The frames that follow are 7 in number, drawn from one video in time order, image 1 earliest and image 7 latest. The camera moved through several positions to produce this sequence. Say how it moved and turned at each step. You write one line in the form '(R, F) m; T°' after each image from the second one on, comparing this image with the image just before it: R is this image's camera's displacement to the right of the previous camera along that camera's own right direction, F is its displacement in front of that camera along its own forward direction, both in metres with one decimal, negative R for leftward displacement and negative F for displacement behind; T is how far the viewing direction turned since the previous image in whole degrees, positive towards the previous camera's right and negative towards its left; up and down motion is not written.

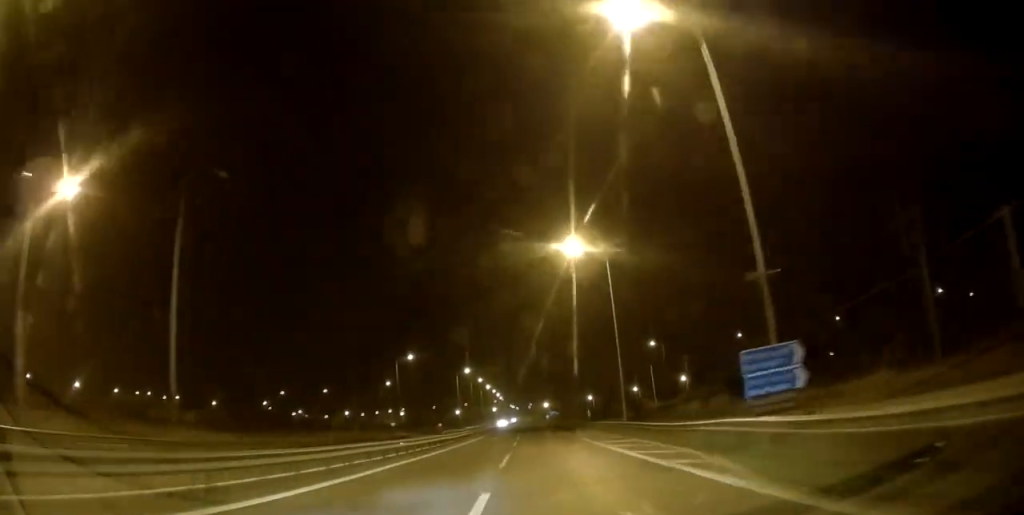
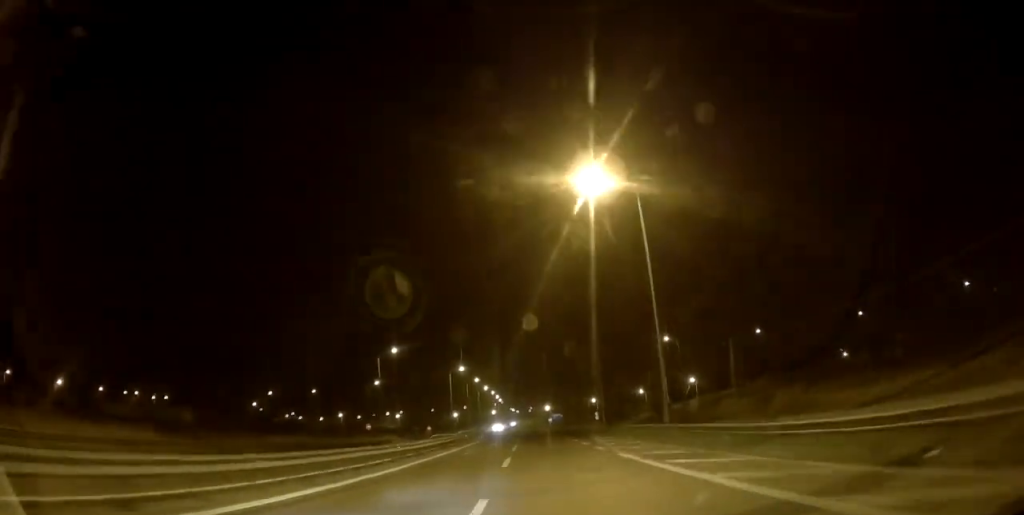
(+0.2, +12.5) m; 0°
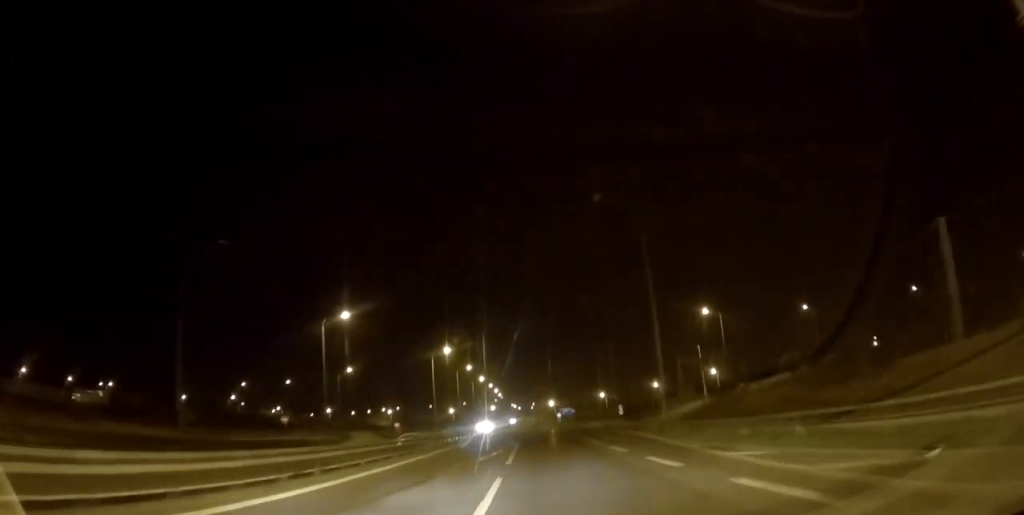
(-0.3, +24.7) m; -1°
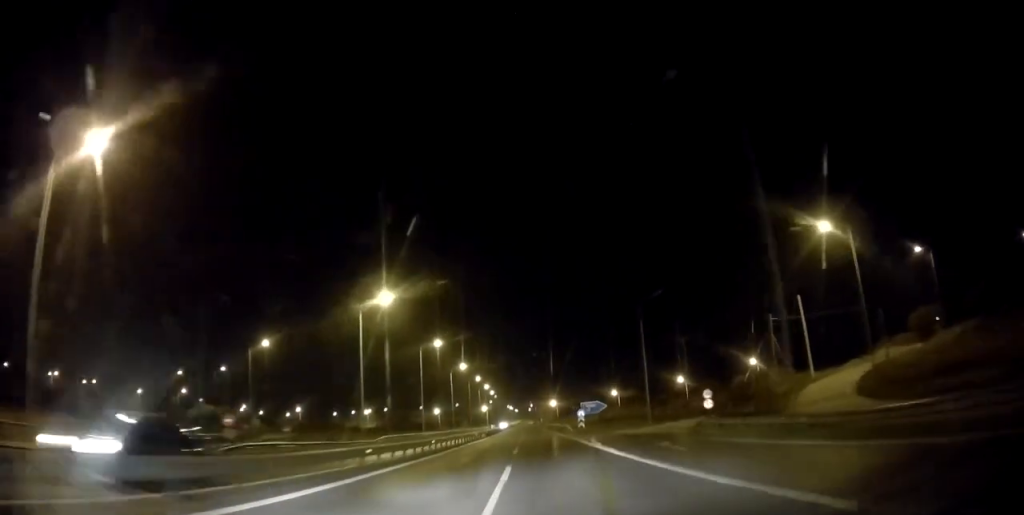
(-0.2, +39.9) m; 0°
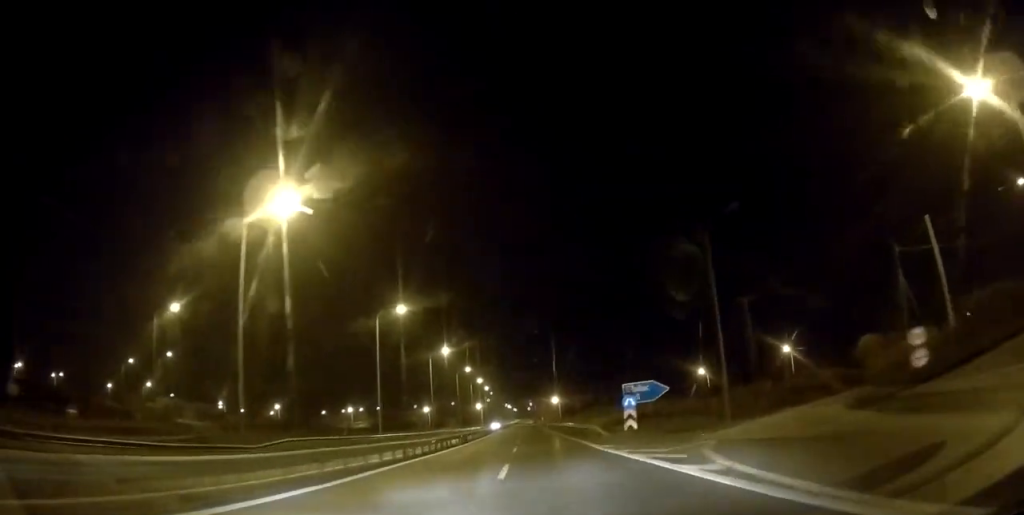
(+0.1, +23.8) m; +1°
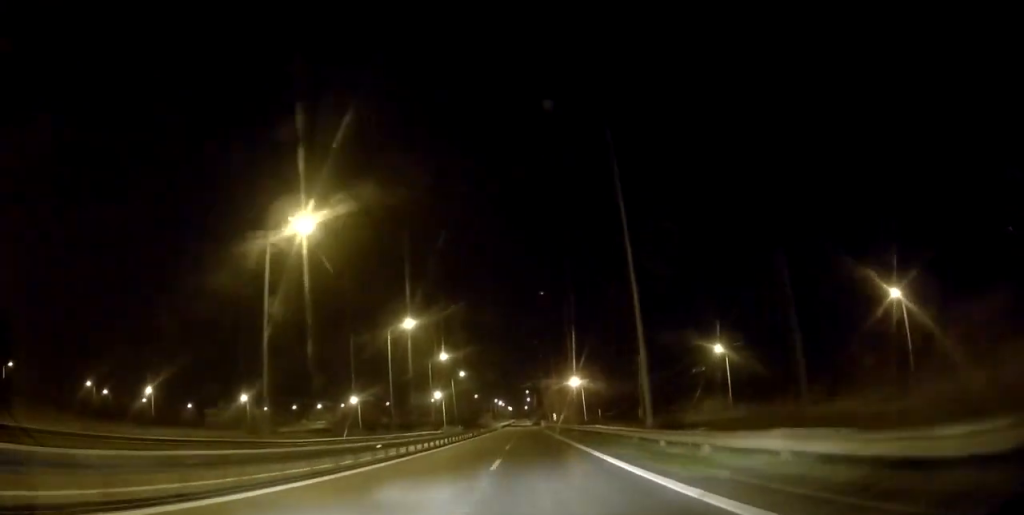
(+0.1, +93.3) m; 0°
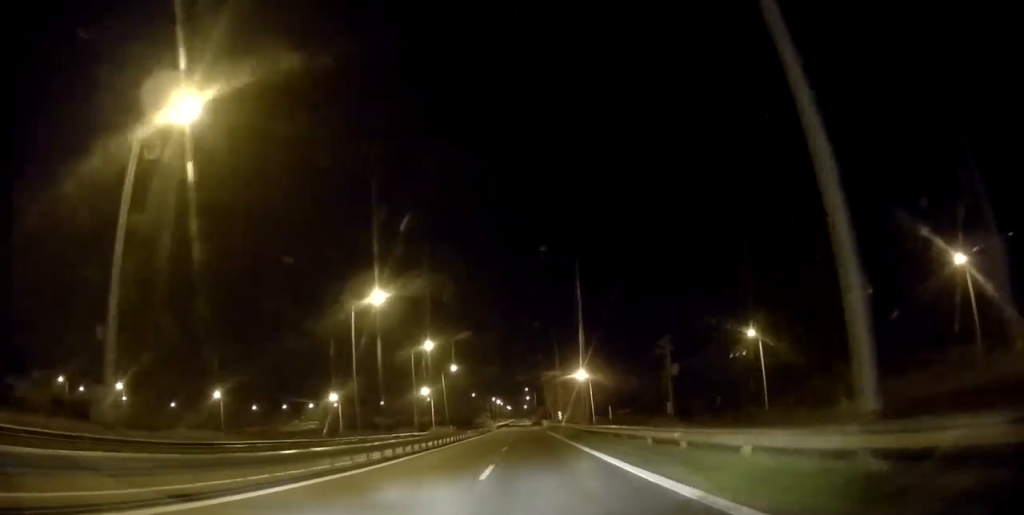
(-0.5, +14.2) m; 0°
